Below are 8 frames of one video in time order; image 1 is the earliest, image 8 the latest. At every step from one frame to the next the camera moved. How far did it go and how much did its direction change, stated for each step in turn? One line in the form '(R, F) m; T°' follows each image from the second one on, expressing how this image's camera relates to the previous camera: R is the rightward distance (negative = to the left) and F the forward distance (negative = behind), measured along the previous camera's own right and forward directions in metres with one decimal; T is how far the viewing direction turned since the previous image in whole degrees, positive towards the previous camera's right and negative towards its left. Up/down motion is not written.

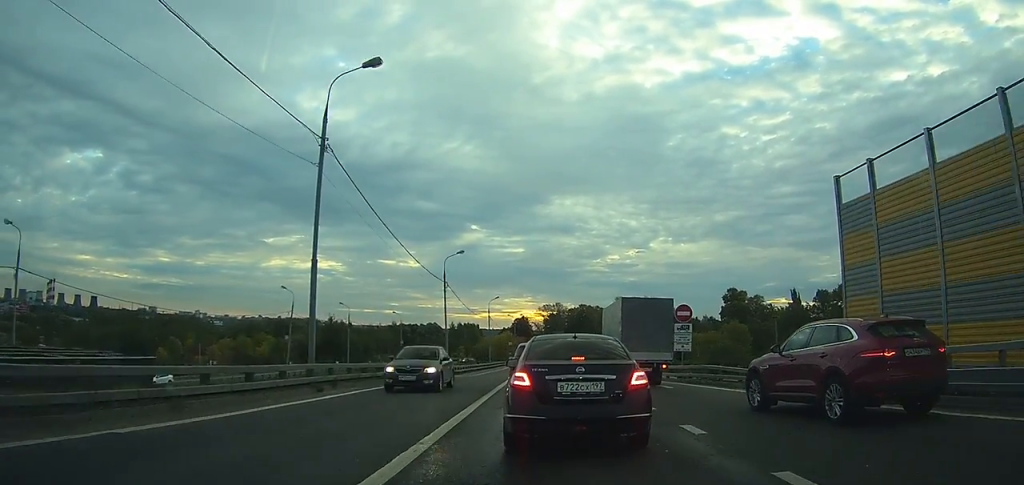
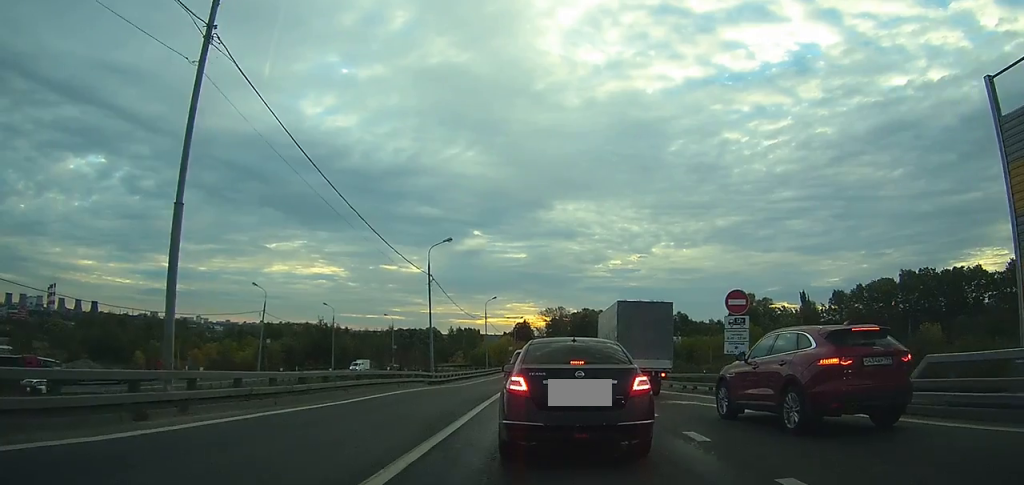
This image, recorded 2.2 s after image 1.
(+0.1, +8.0) m; +1°
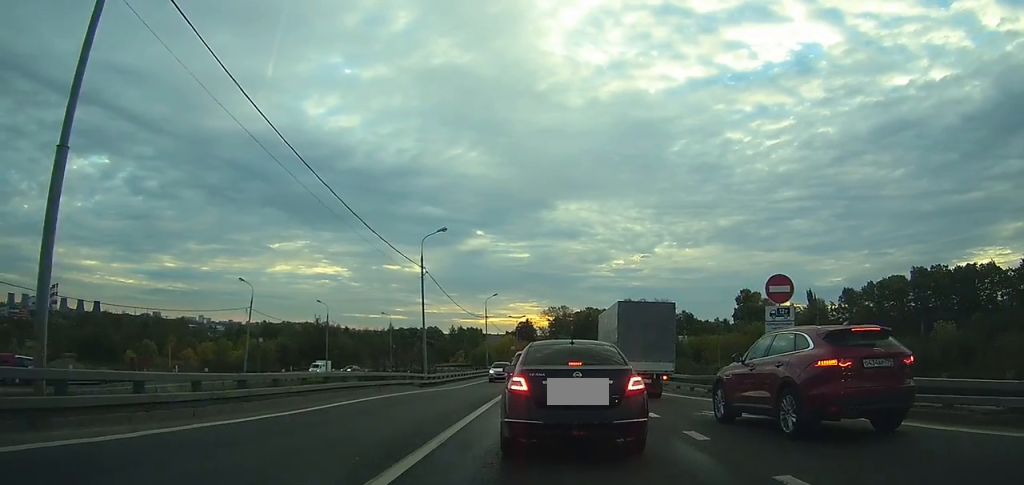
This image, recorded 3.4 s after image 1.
(0.0, +3.9) m; +1°
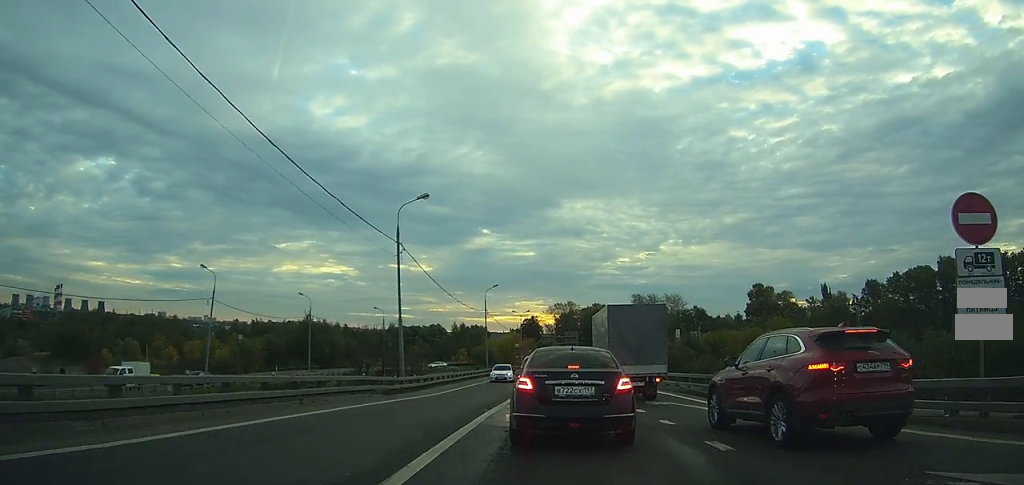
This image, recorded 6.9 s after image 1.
(+0.2, +9.4) m; +3°
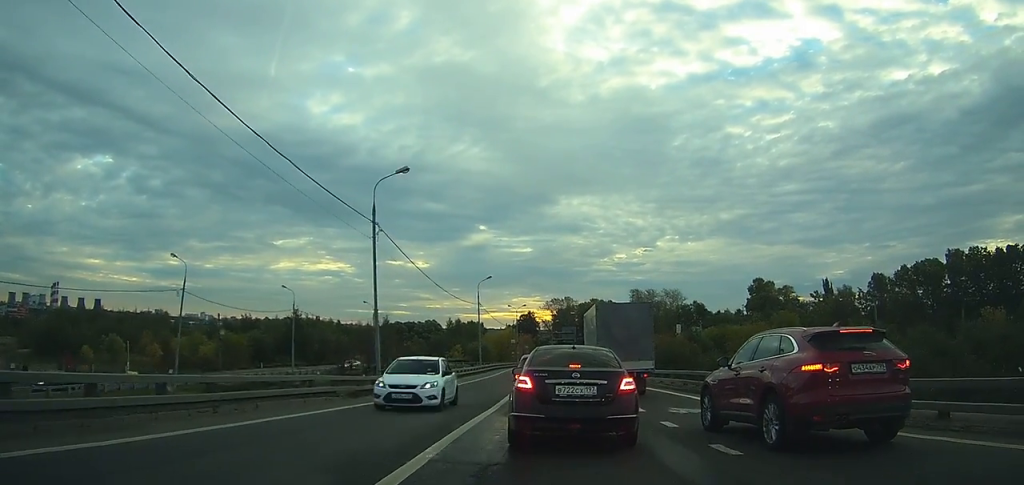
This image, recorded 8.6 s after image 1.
(+0.1, +4.0) m; -1°
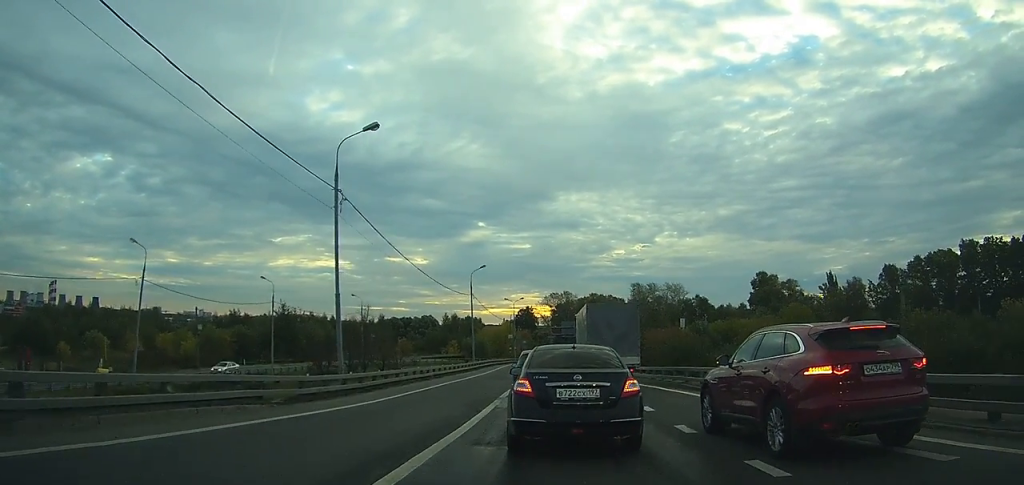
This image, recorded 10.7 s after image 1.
(-0.2, +4.9) m; -2°
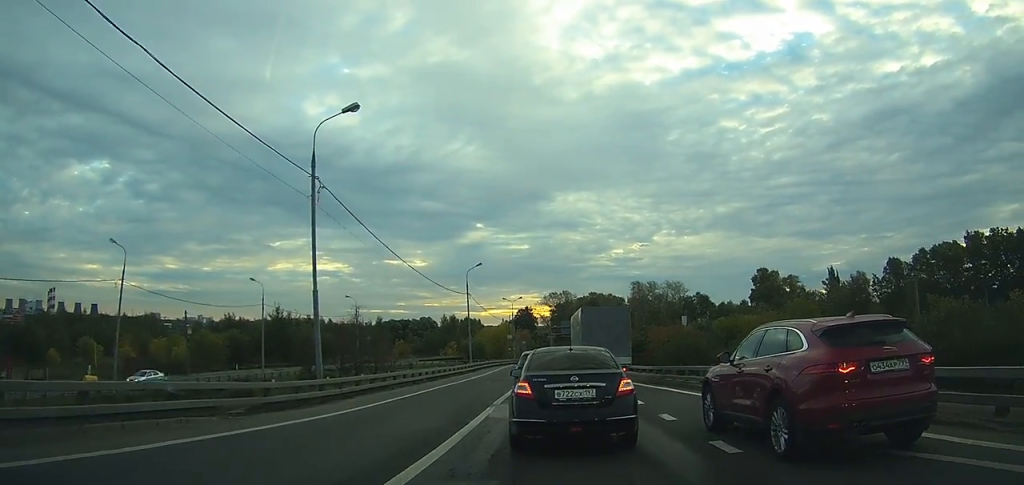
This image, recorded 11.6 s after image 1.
(0.0, +2.6) m; 0°
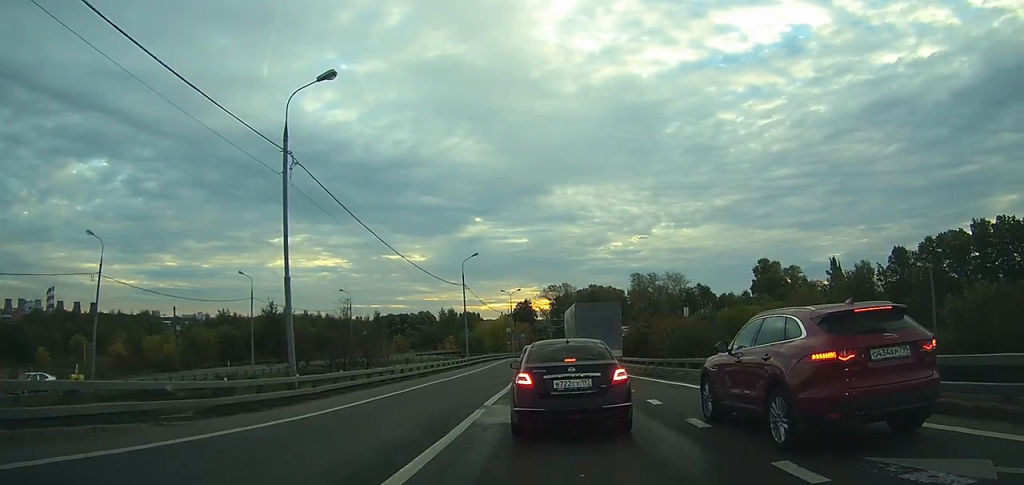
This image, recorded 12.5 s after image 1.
(0.0, +2.6) m; 0°
